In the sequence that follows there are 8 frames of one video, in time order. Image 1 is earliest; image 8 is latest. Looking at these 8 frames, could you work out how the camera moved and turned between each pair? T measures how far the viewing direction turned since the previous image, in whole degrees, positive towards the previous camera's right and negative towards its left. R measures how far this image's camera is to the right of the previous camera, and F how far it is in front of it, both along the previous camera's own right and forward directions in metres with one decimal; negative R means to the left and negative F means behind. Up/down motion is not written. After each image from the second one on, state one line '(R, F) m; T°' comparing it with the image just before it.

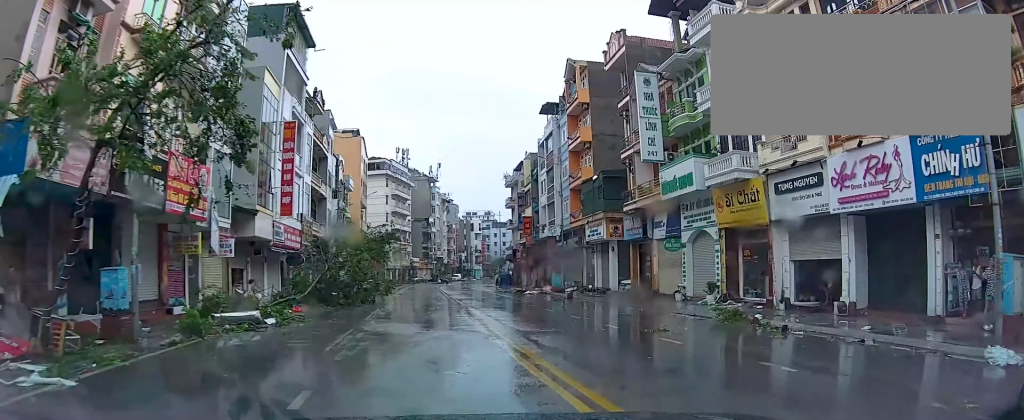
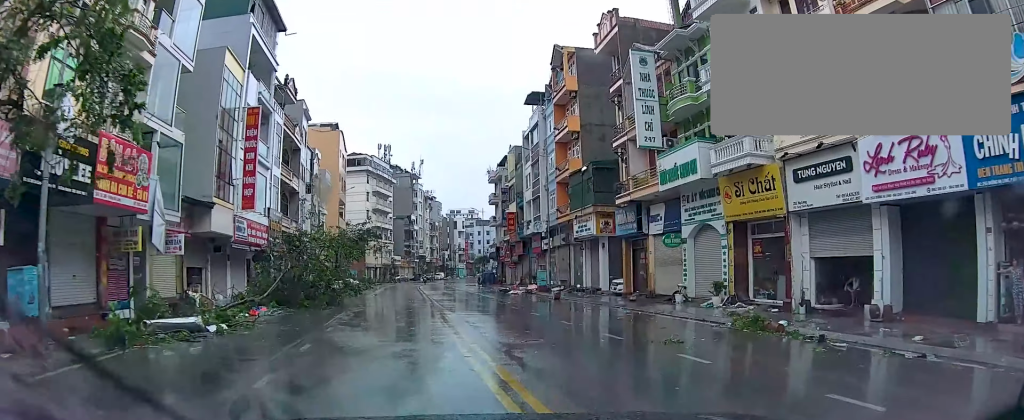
(0.0, +2.6) m; +2°
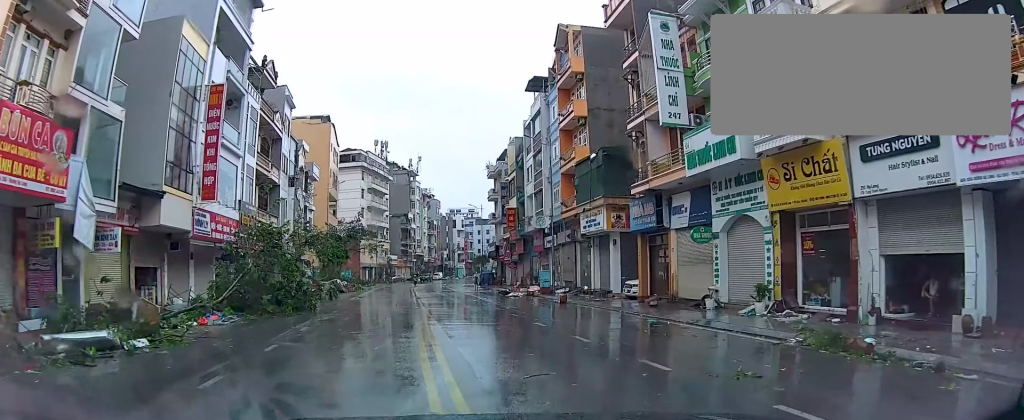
(+0.1, +3.9) m; +6°
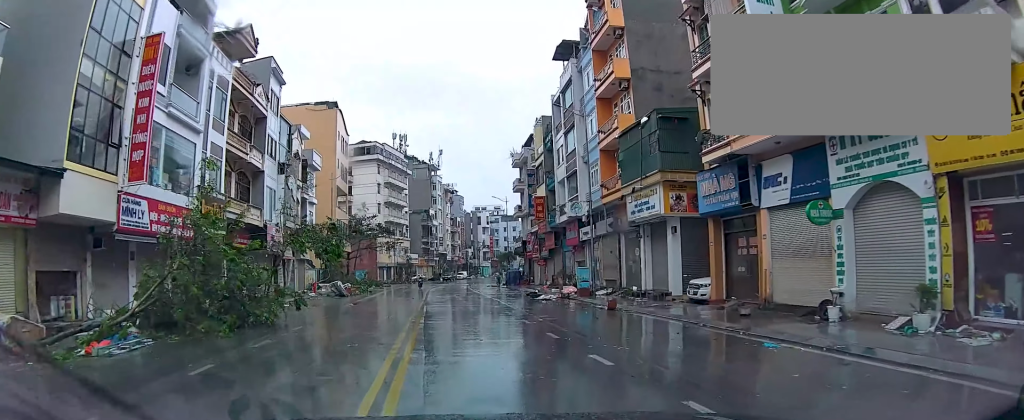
(+0.3, +6.4) m; -6°
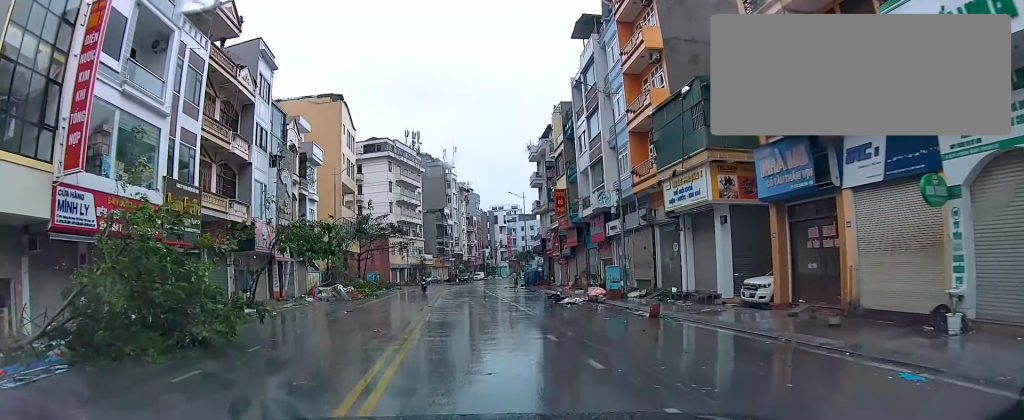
(-0.7, +3.8) m; -4°
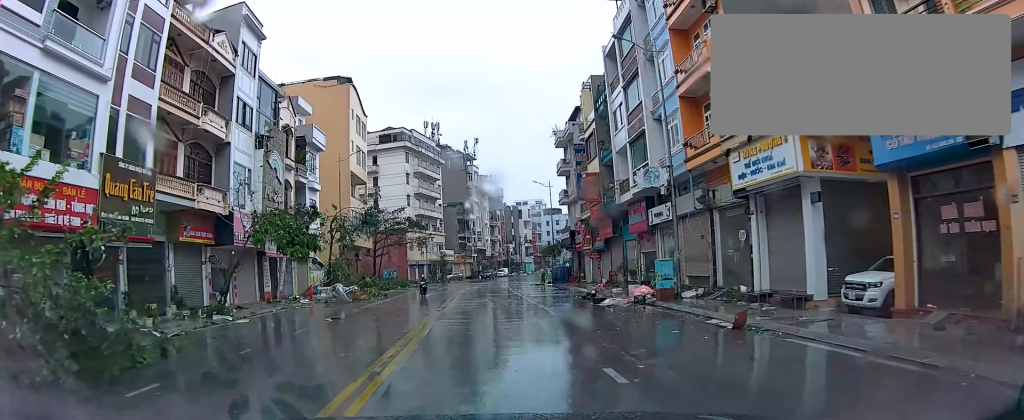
(+0.1, +4.8) m; +2°
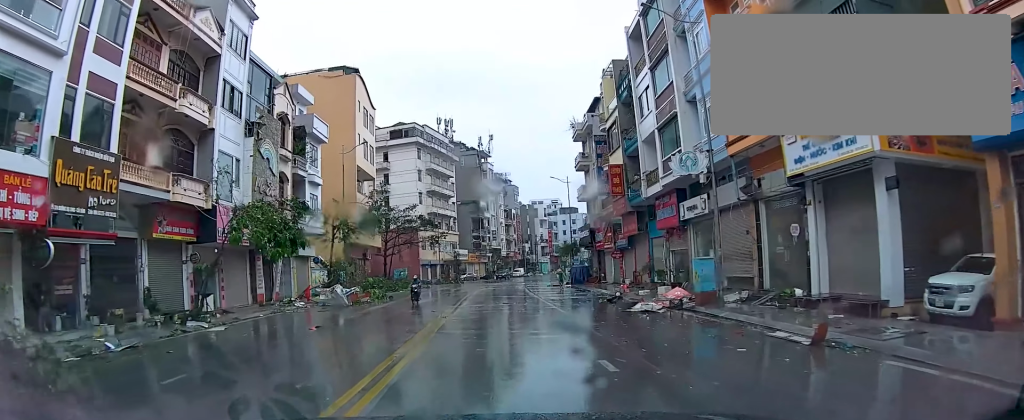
(+0.1, +2.8) m; 0°
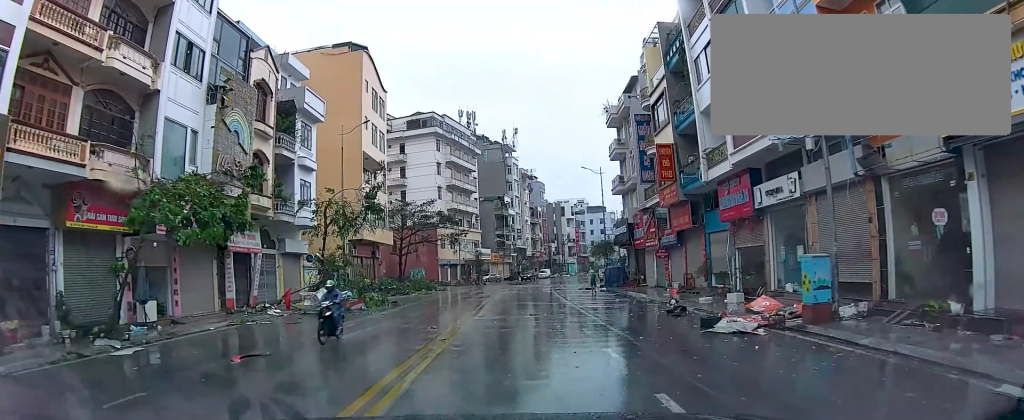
(-0.2, +6.0) m; -4°
